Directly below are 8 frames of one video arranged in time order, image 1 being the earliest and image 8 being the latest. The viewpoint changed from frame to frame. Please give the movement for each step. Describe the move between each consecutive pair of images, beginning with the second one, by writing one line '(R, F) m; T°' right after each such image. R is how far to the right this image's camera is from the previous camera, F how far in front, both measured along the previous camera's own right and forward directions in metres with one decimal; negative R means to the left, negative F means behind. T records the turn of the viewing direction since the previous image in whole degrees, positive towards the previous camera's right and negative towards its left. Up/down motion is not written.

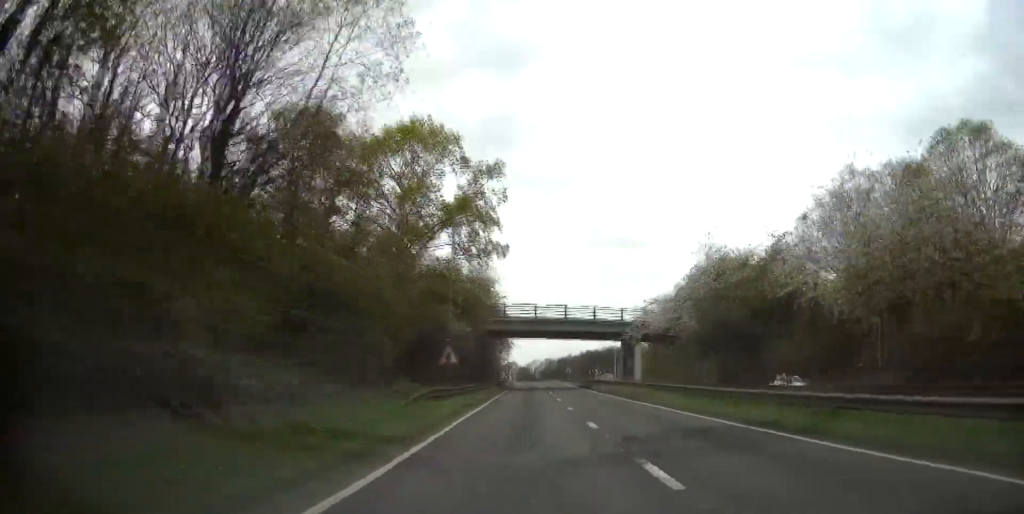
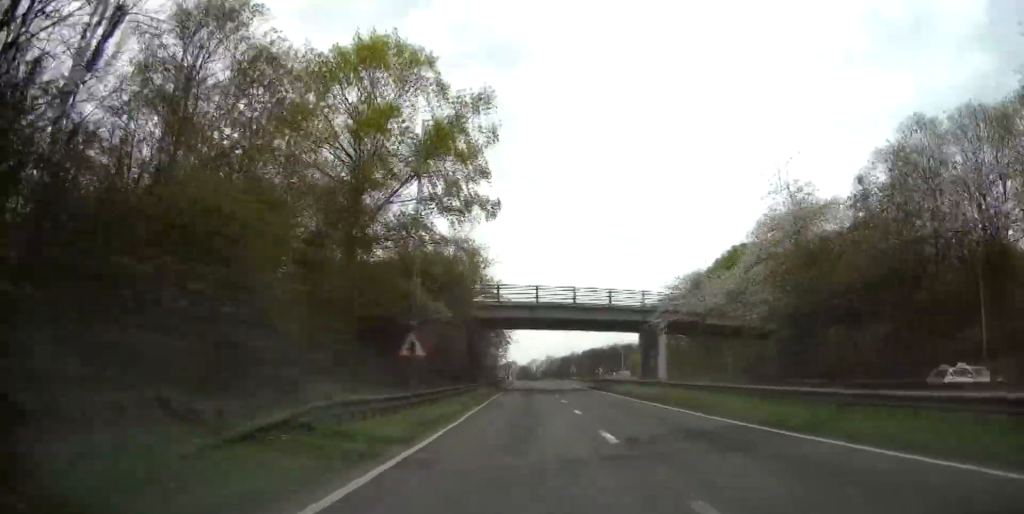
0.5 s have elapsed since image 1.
(0.0, +12.5) m; 0°
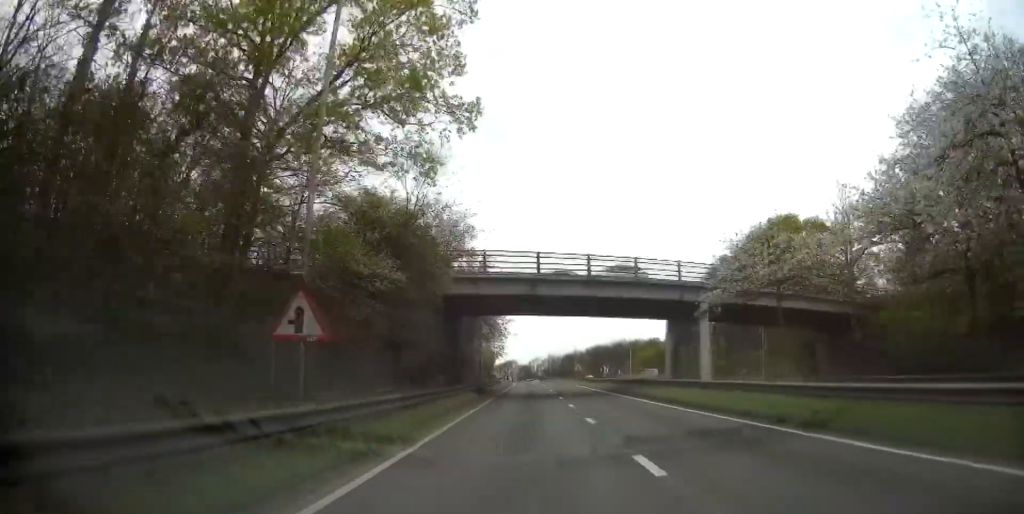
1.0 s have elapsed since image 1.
(+0.1, +13.6) m; 0°
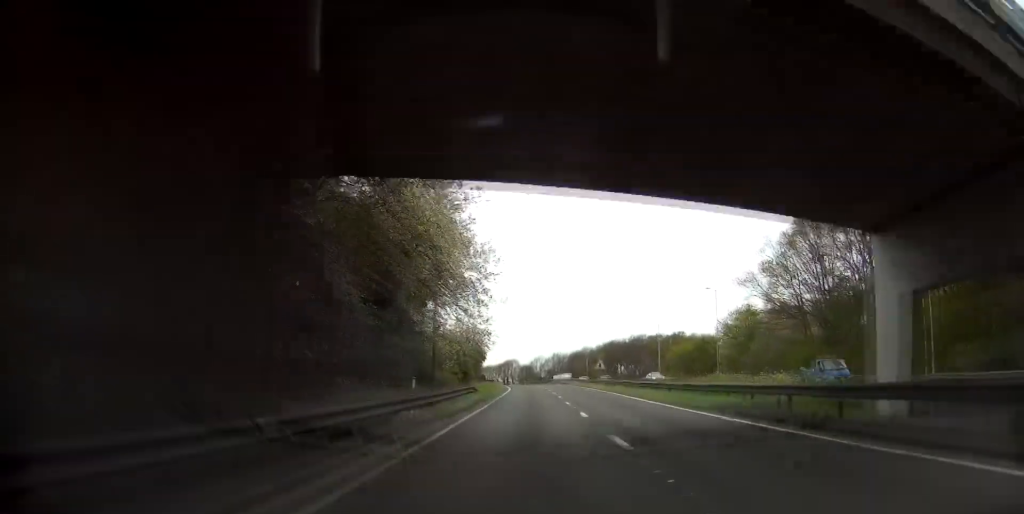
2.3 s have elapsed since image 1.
(+0.1, +32.5) m; 0°
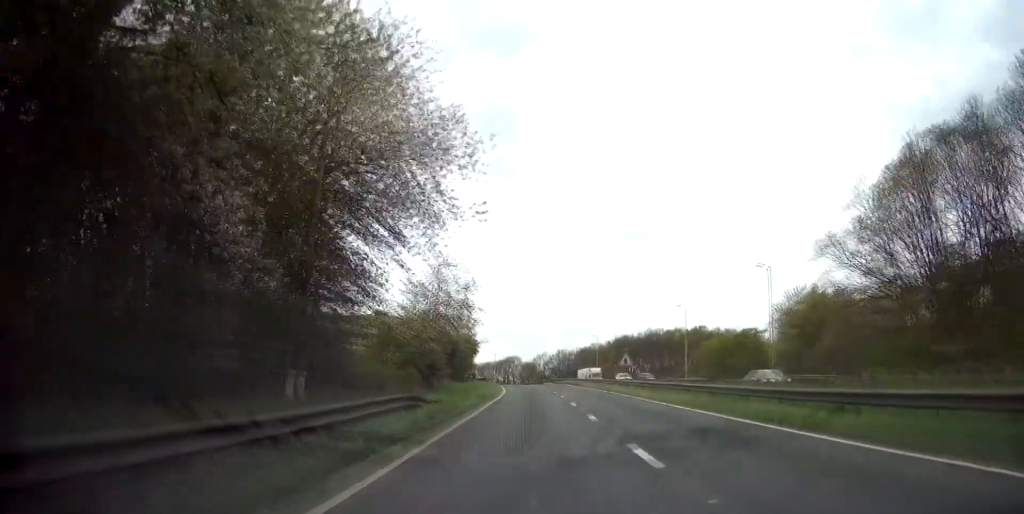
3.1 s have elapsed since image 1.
(-0.1, +19.9) m; 0°
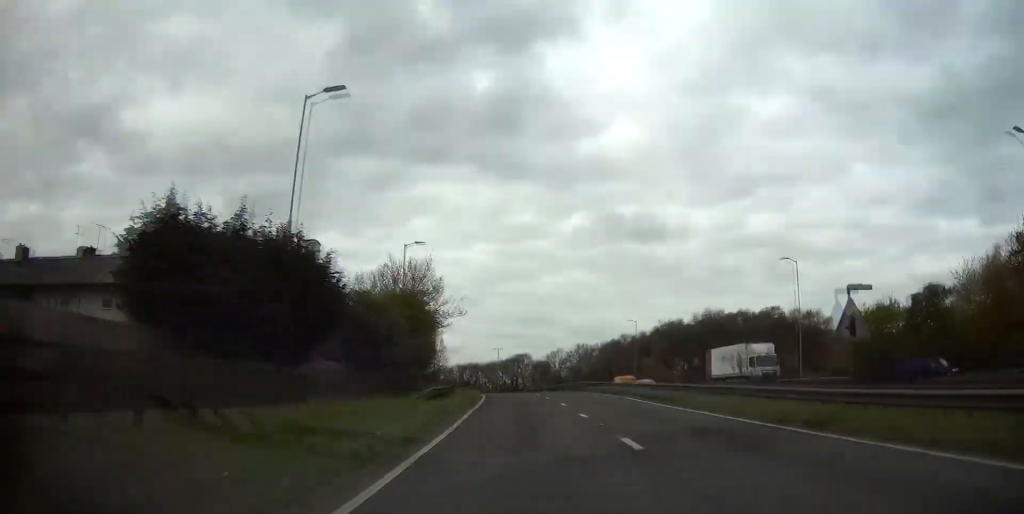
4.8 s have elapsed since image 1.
(-0.1, +43.0) m; -1°
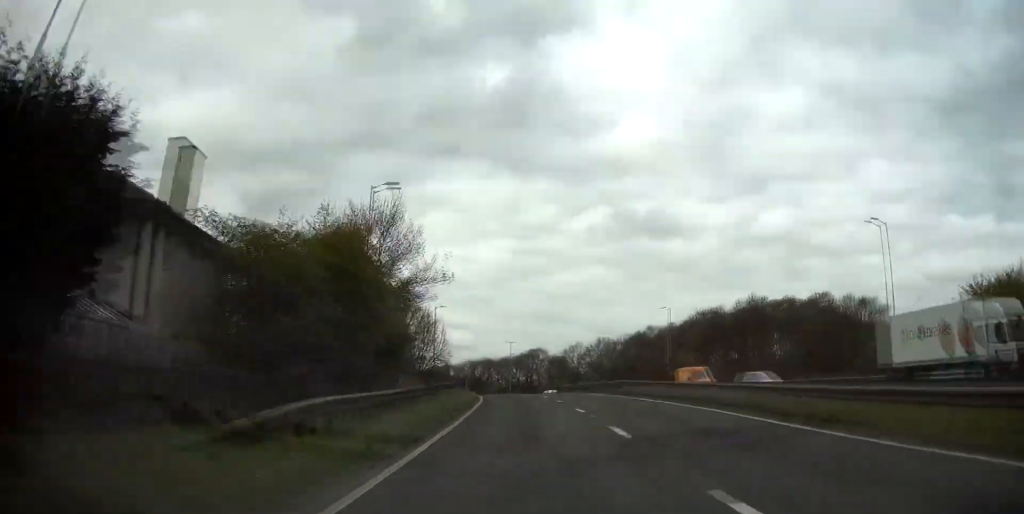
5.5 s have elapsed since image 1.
(+0.1, +15.8) m; -1°
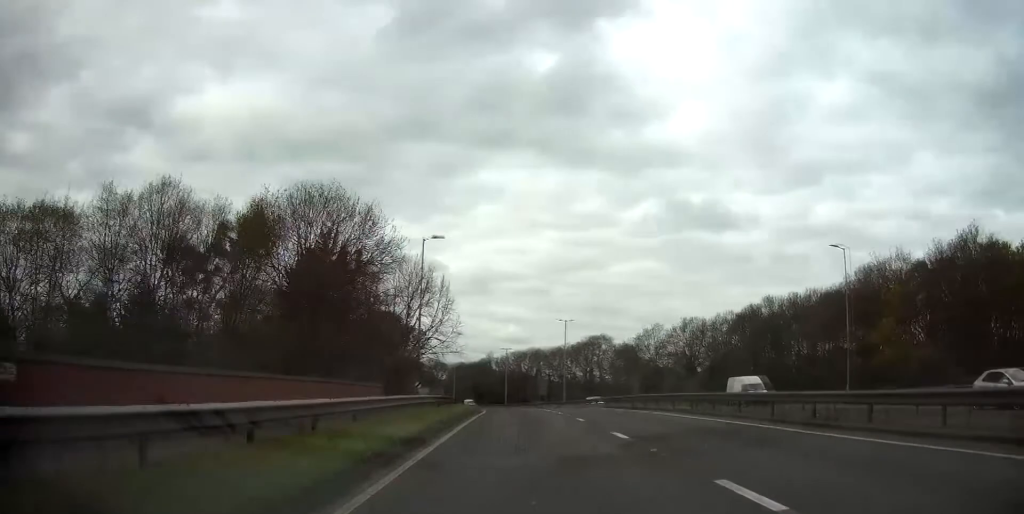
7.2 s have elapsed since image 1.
(-1.6, +43.5) m; -4°
